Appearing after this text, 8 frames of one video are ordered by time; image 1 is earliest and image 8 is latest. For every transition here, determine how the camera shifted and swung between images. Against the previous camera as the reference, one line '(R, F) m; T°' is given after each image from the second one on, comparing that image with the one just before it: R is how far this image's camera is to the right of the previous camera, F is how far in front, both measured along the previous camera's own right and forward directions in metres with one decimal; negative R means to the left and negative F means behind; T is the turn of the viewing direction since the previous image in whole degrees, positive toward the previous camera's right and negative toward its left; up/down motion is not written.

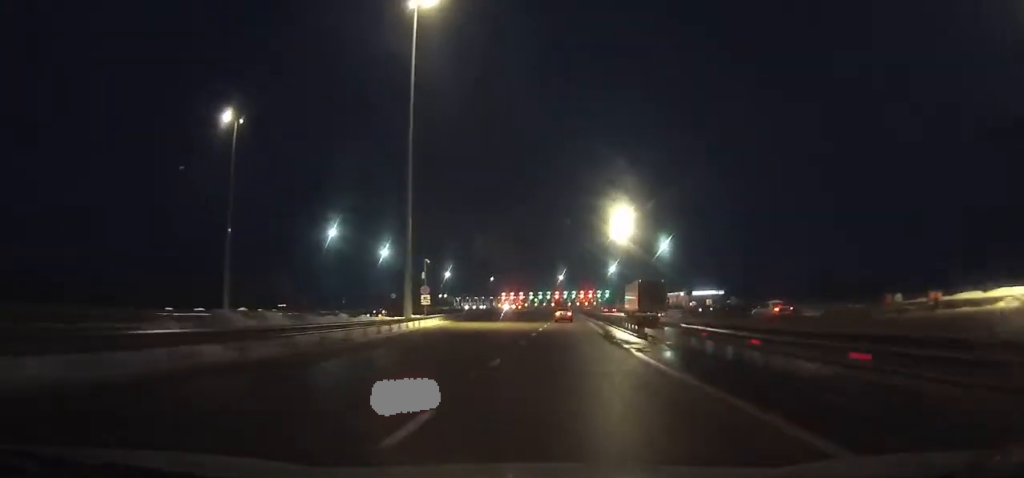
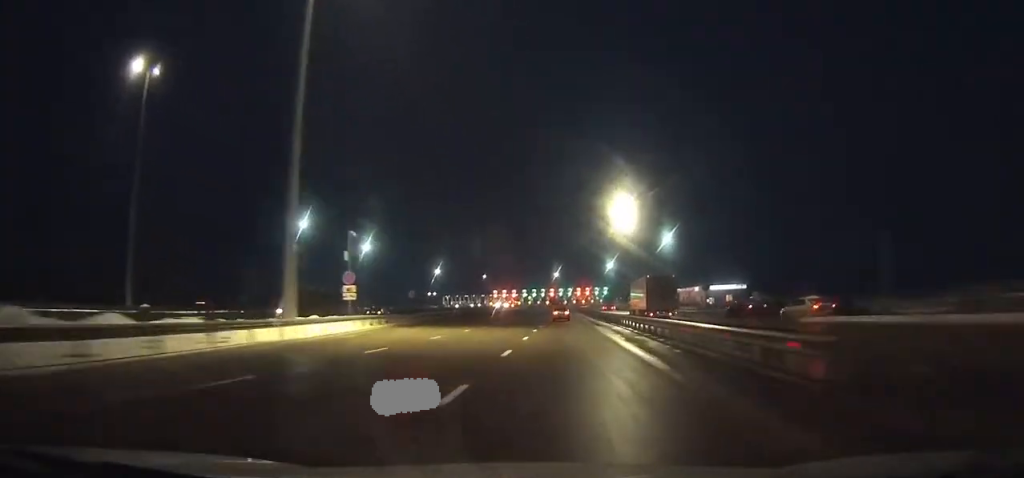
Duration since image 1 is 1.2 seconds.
(0.0, +19.1) m; 0°
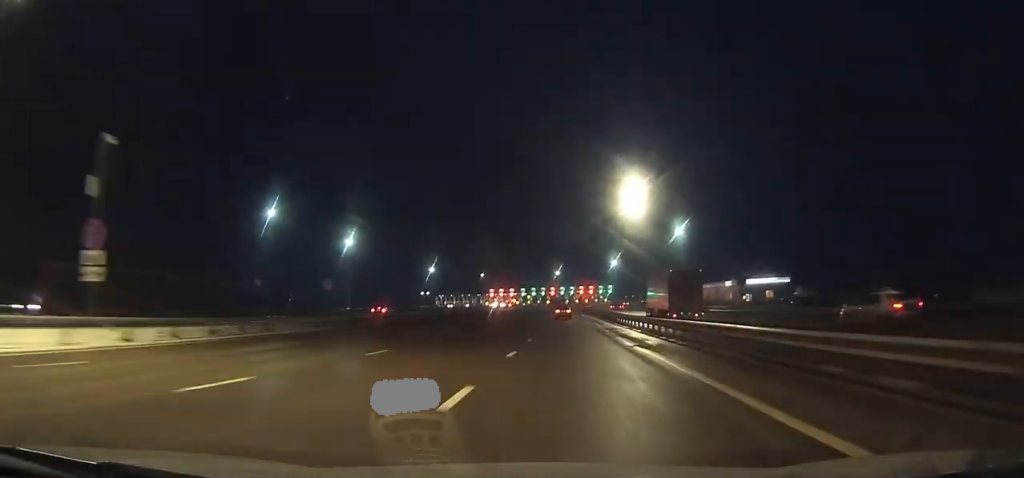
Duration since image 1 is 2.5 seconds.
(0.0, +20.7) m; 0°
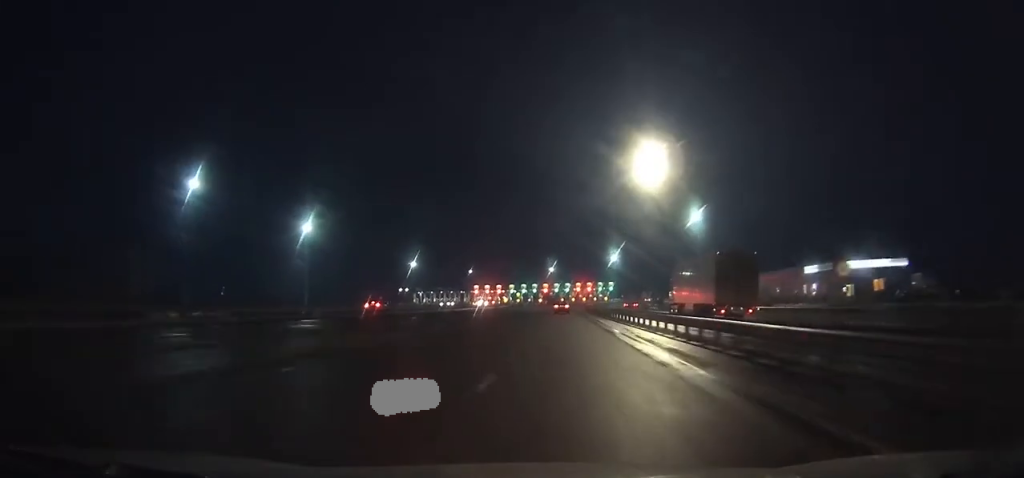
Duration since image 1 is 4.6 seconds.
(0.0, +32.5) m; 0°
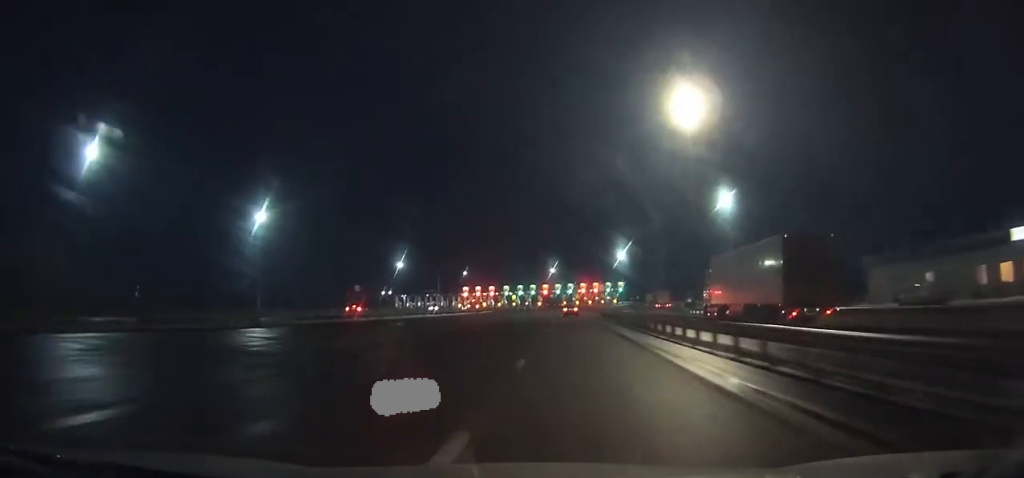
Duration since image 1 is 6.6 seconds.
(0.0, +30.3) m; 0°
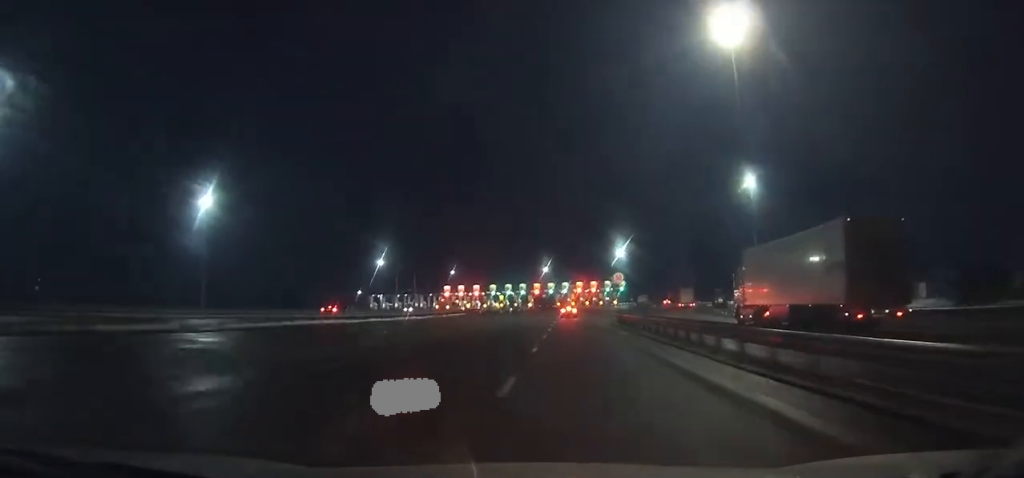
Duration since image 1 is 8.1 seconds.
(0.0, +22.3) m; 0°
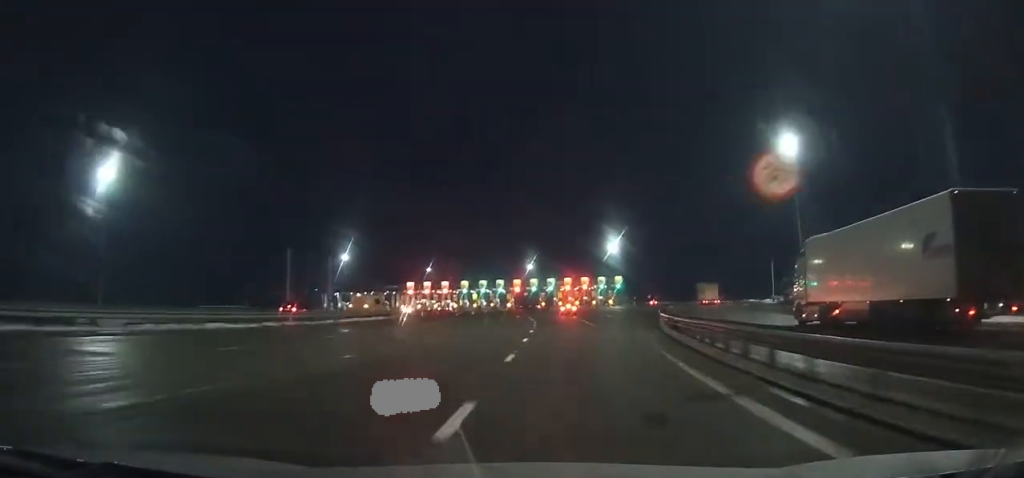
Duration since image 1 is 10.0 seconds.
(0.0, +27.0) m; 0°
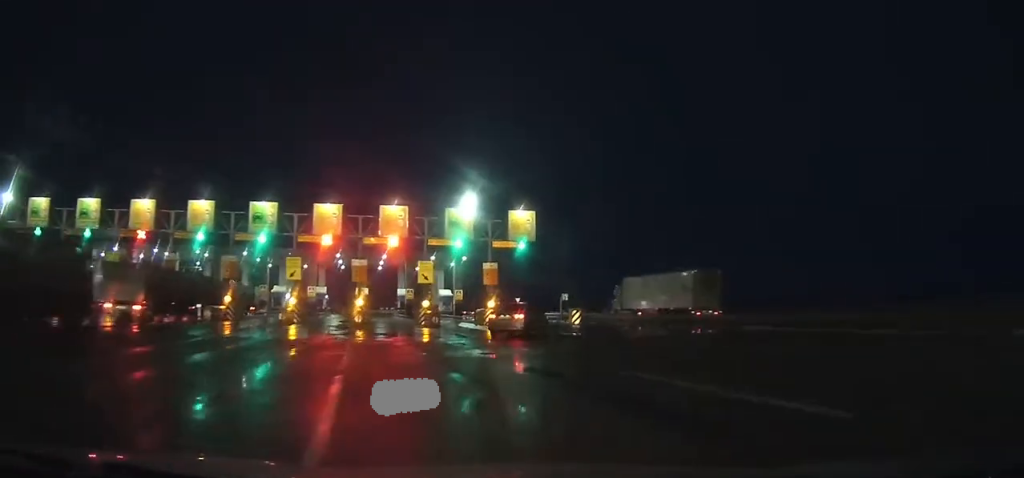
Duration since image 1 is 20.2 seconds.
(-0.1, +124.6) m; 0°
